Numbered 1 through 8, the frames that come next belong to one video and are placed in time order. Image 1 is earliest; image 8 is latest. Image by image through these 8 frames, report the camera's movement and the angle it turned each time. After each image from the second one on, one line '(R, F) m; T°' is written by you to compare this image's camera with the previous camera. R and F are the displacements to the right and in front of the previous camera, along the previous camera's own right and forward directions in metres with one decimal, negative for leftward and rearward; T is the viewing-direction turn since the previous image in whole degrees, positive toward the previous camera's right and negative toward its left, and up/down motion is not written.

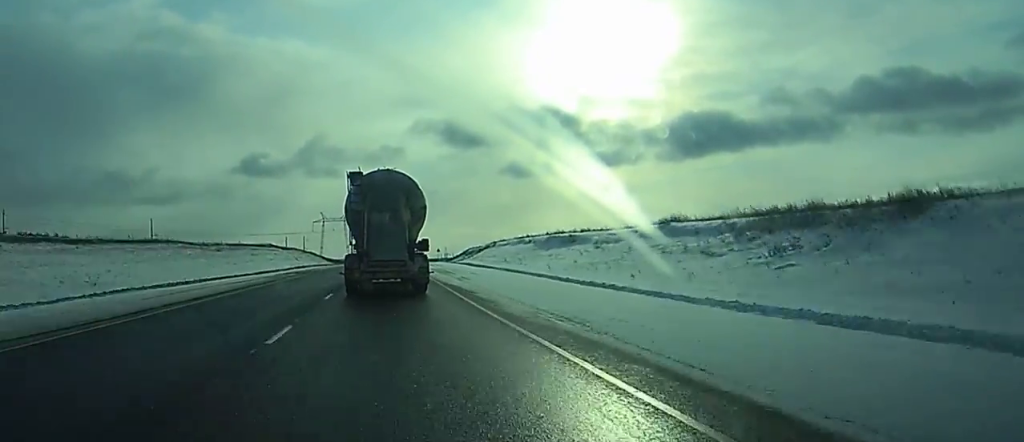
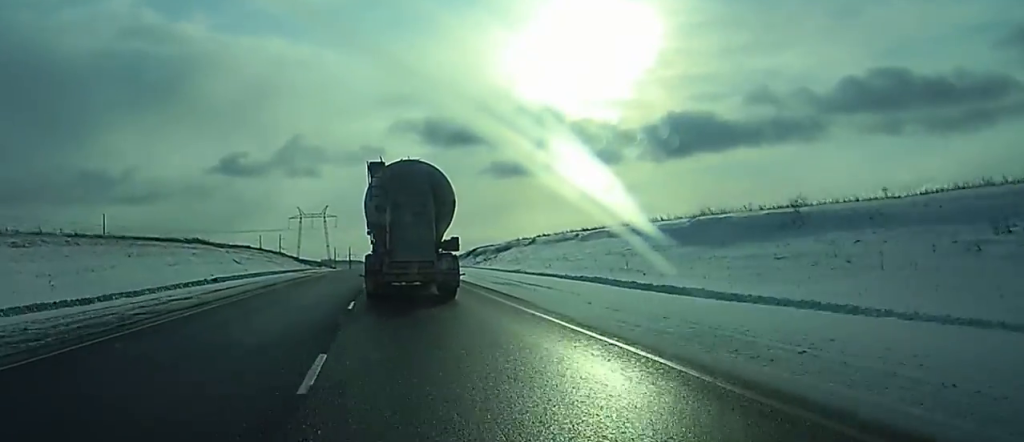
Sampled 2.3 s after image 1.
(0.0, +52.9) m; 0°
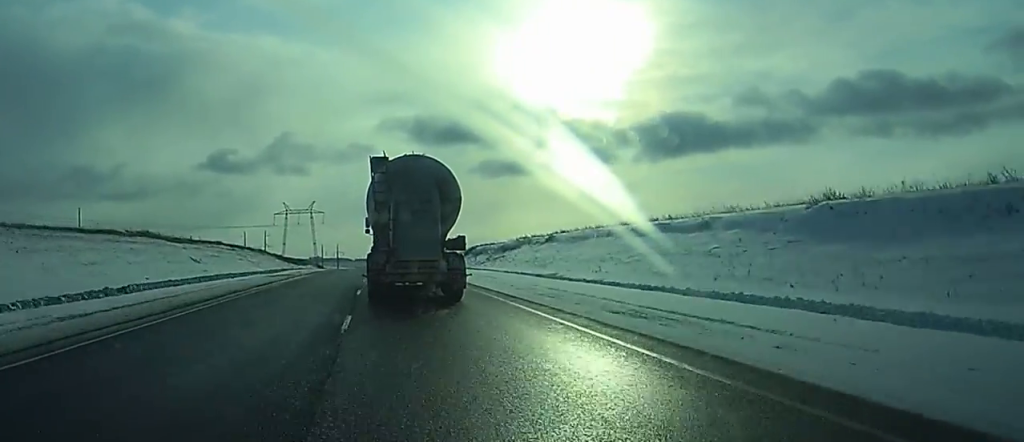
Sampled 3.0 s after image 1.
(0.0, +18.0) m; 0°
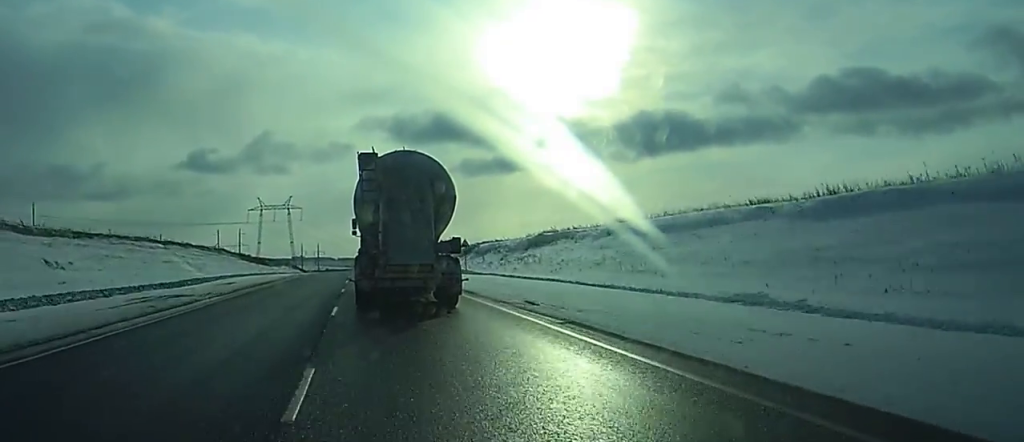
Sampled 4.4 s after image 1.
(+0.1, +32.1) m; +1°
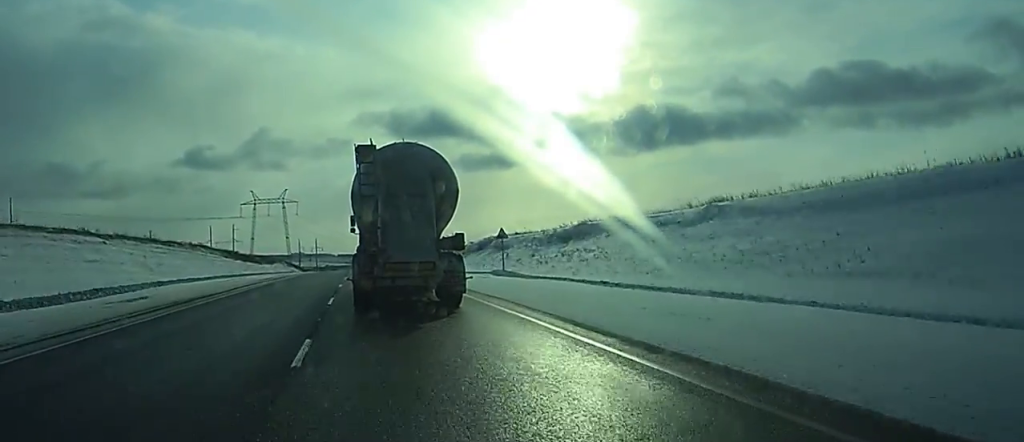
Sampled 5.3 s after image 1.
(+0.3, +21.1) m; +1°
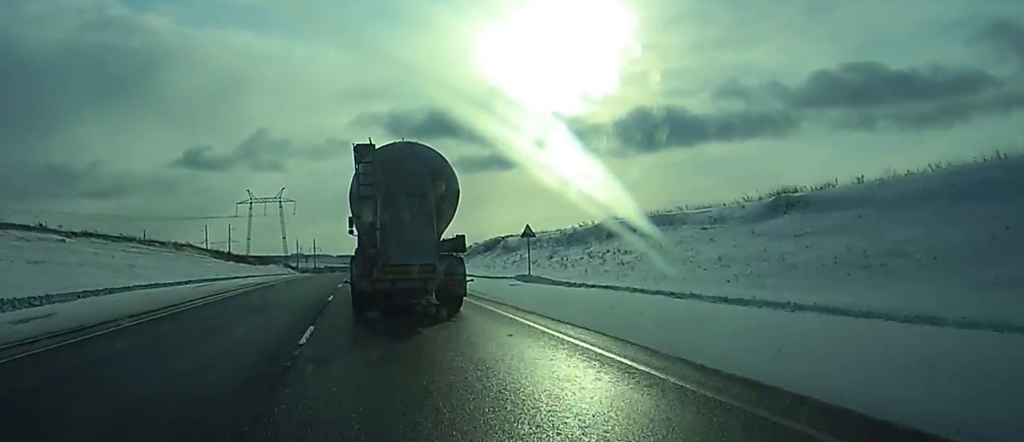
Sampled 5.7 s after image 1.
(0.0, +9.3) m; 0°
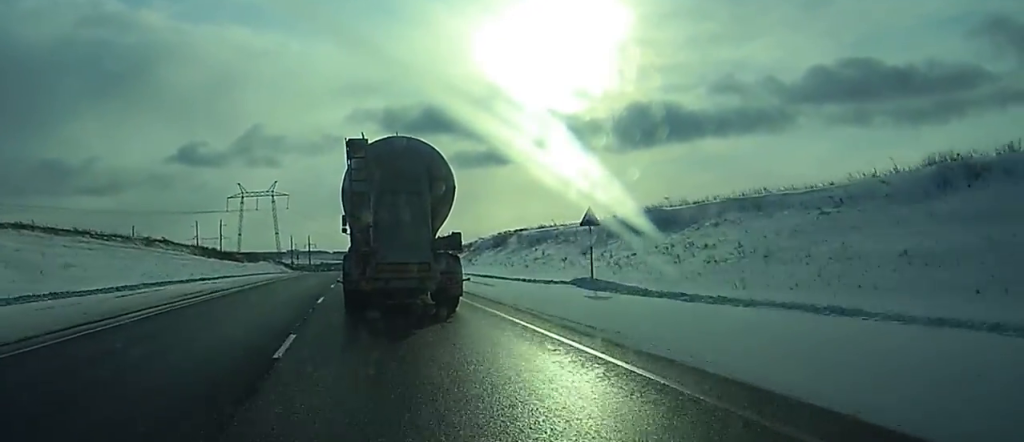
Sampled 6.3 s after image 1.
(0.0, +14.0) m; 0°
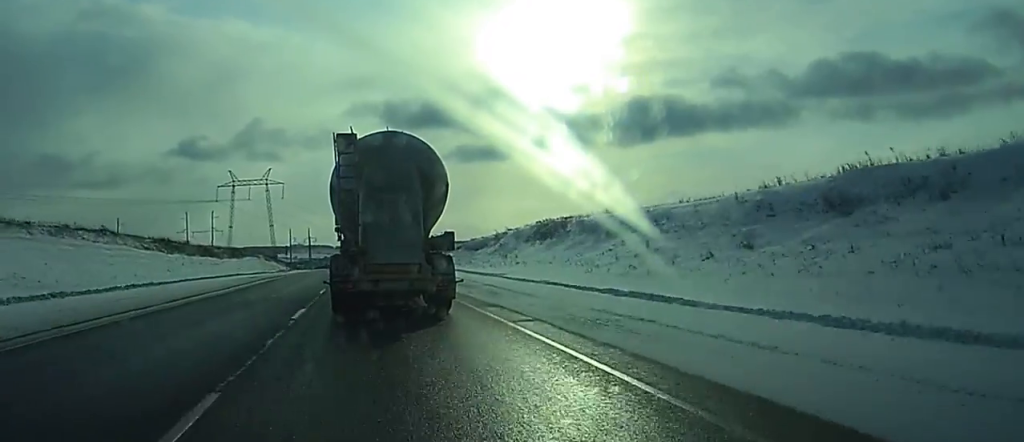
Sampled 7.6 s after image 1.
(0.0, +30.2) m; 0°
